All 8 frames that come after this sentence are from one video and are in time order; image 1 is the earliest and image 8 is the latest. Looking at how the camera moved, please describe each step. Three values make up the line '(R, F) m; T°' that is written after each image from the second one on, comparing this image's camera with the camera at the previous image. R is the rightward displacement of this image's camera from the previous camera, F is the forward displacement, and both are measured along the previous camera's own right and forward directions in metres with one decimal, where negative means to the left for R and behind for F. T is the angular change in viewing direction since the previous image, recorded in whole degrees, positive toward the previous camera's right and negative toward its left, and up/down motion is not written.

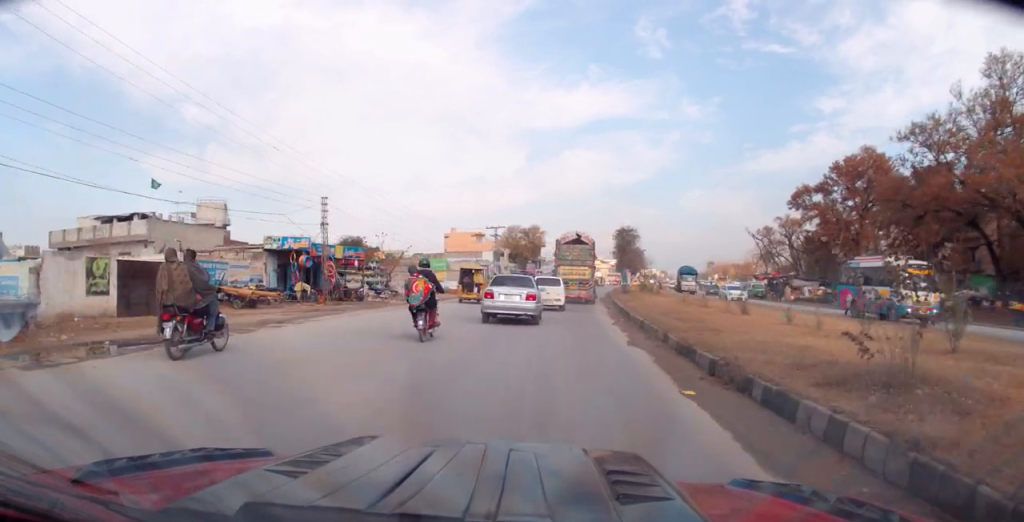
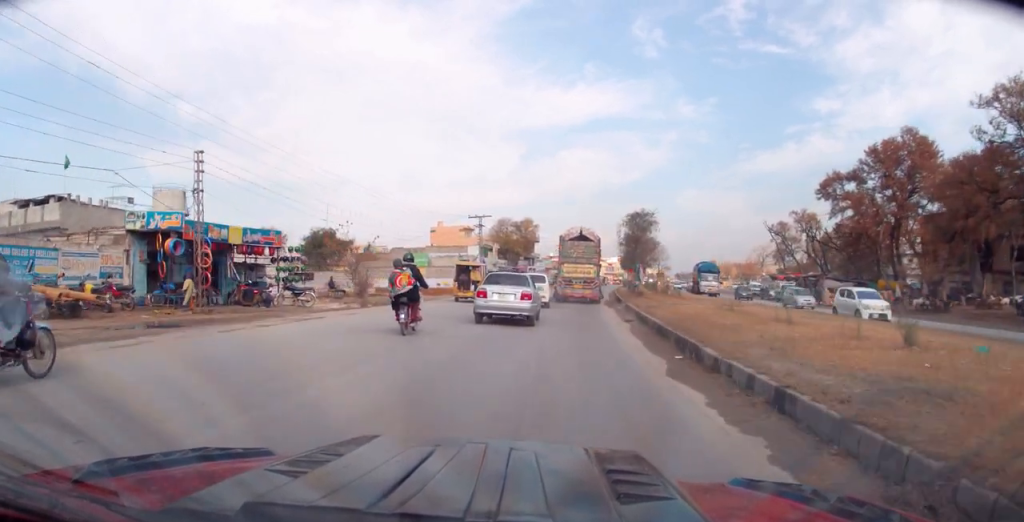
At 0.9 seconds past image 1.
(0.0, +10.9) m; +1°
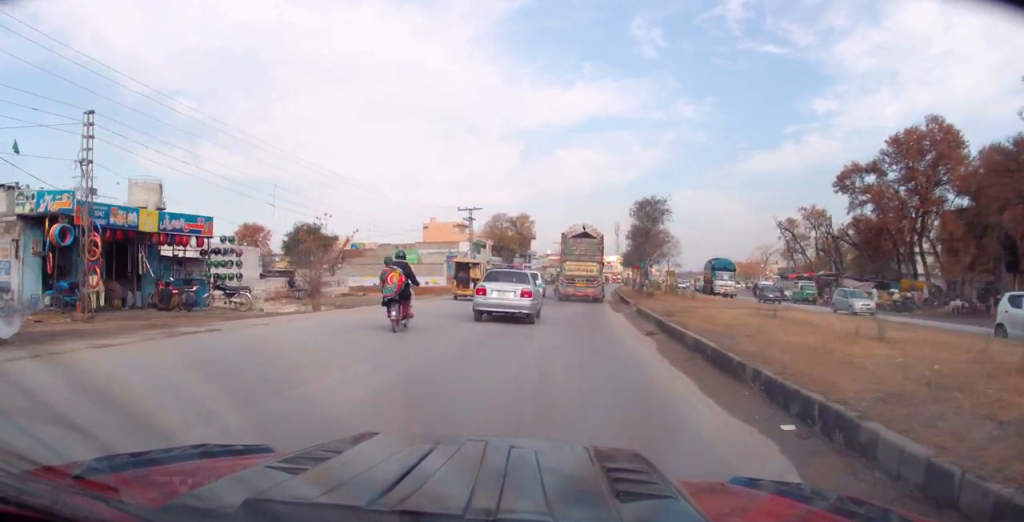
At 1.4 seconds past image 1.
(-0.1, +5.4) m; +1°
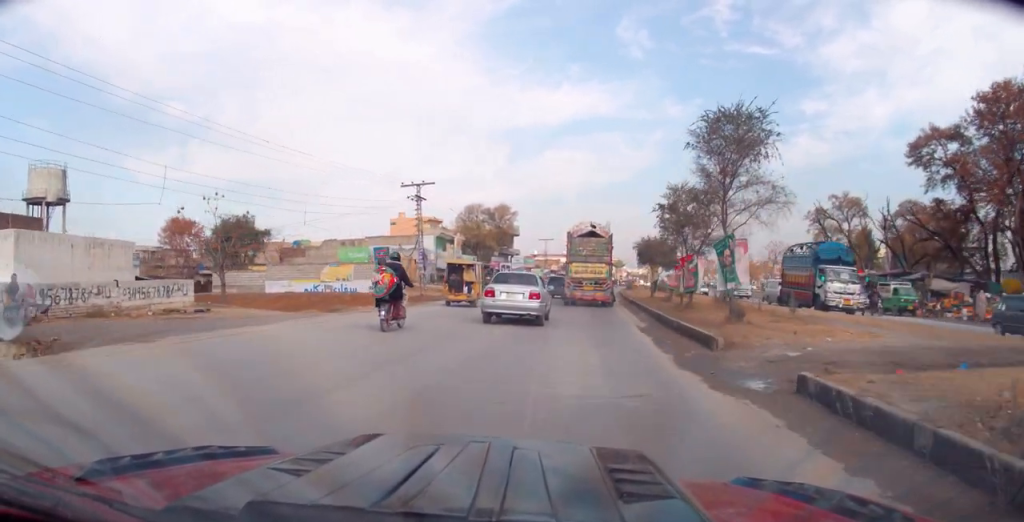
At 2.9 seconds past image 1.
(+0.2, +17.3) m; 0°
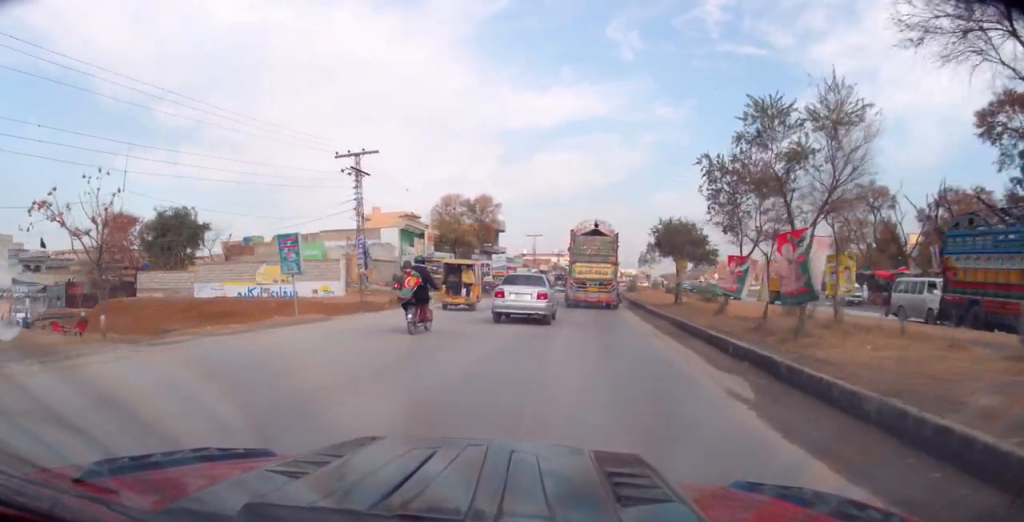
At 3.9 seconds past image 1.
(0.0, +11.0) m; +1°
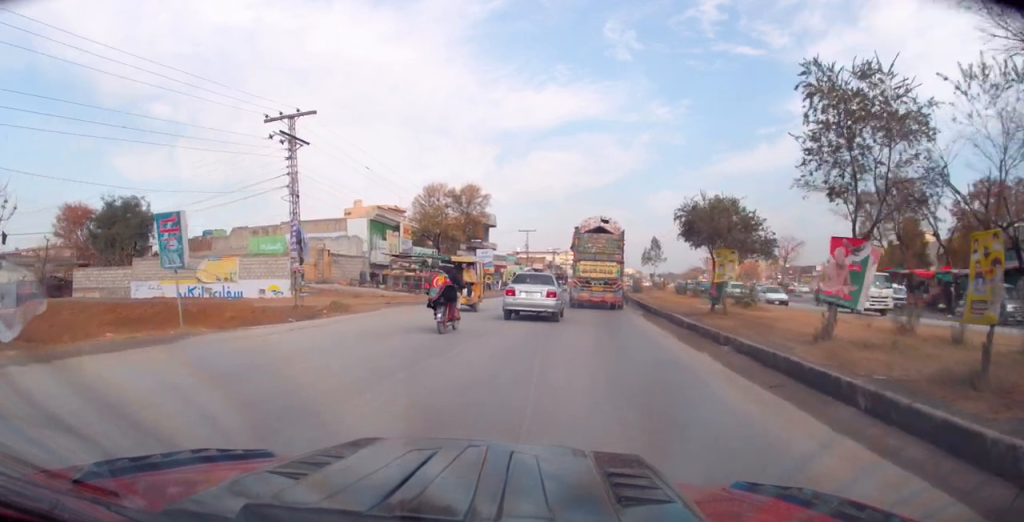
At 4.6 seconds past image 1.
(+0.1, +7.3) m; +1°
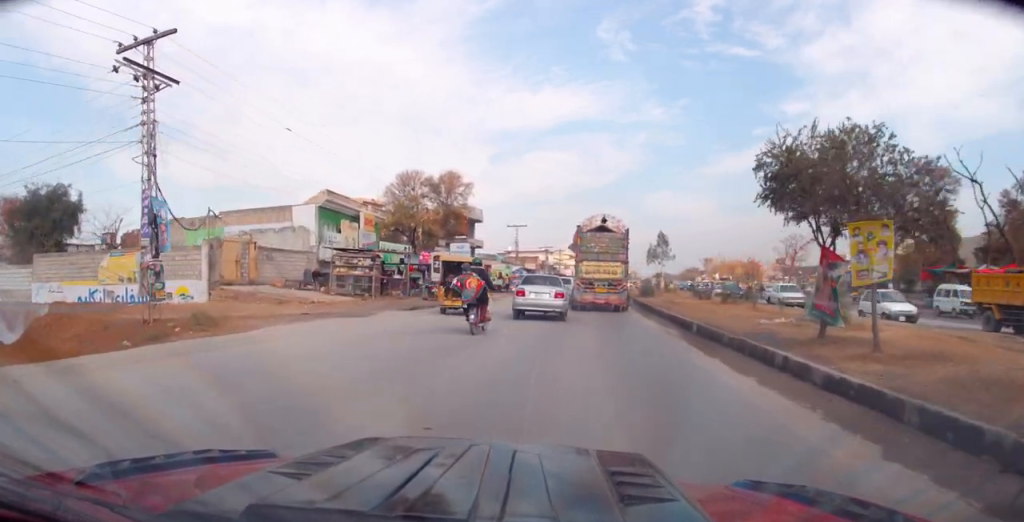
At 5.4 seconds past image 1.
(0.0, +9.2) m; -2°
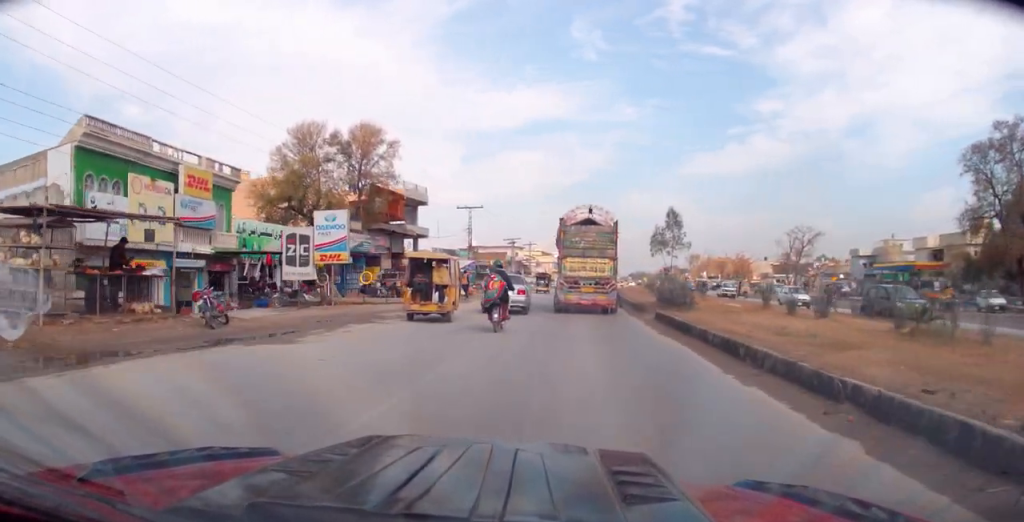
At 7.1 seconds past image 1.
(+0.4, +19.3) m; +4°
